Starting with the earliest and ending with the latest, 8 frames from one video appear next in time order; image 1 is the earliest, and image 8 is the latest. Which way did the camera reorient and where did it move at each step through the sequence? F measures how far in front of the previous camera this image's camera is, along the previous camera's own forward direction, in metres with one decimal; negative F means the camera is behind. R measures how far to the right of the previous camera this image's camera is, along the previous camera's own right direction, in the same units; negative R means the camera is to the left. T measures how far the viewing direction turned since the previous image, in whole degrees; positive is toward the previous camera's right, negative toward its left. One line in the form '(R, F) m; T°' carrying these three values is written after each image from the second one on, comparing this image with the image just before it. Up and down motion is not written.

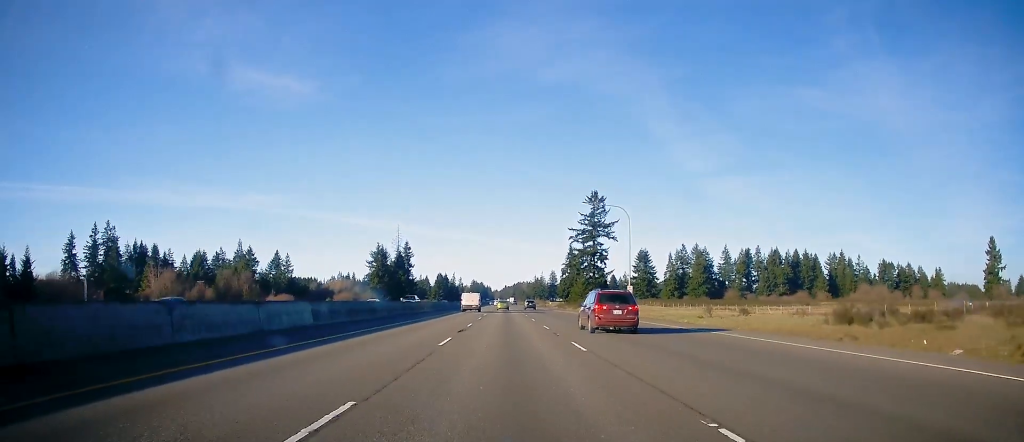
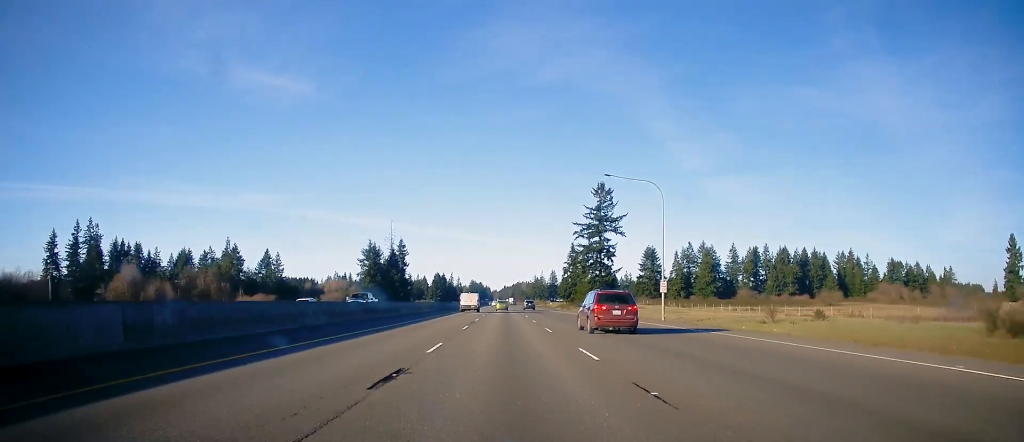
(+0.1, +14.4) m; 0°
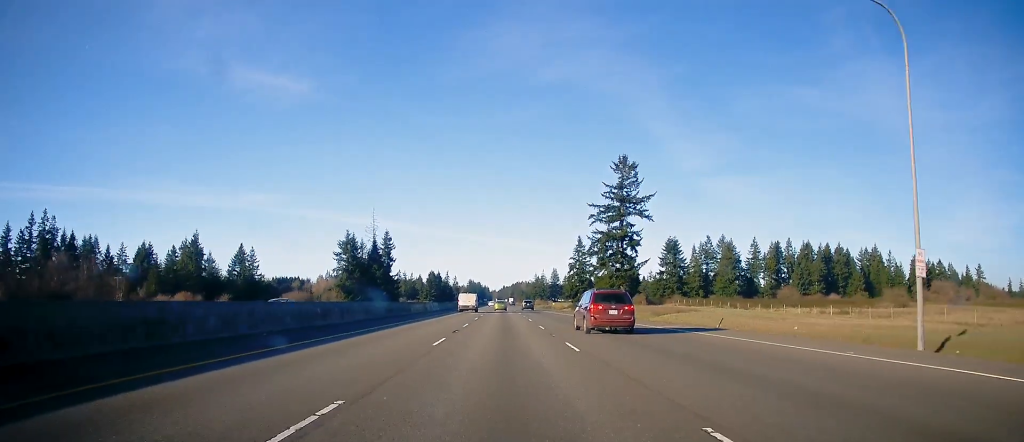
(+0.2, +34.5) m; 0°
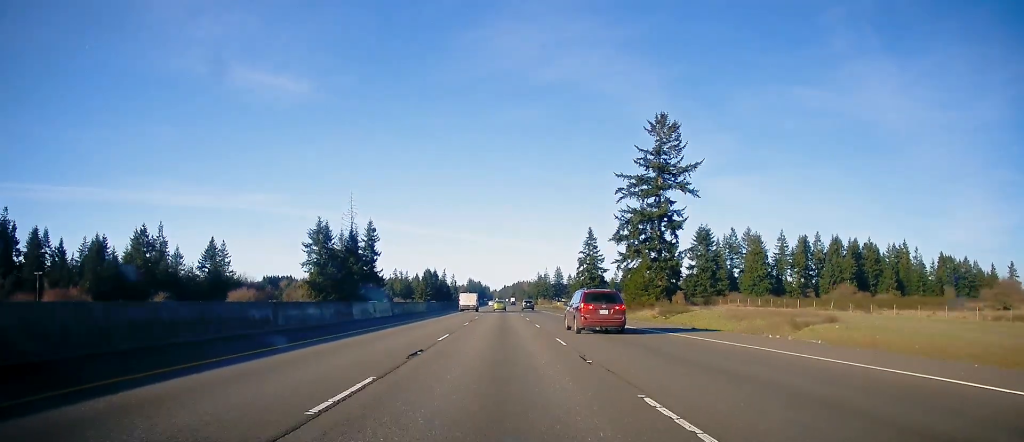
(+0.1, +34.5) m; 0°
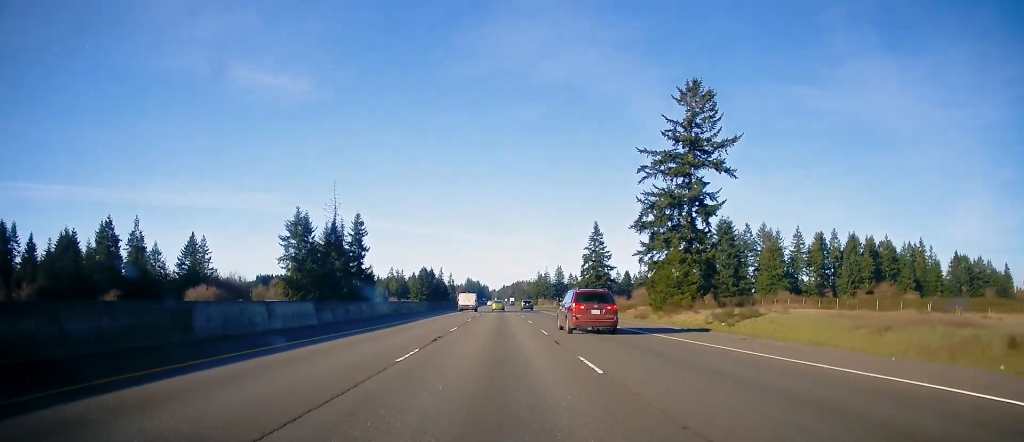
(0.0, +18.9) m; 0°
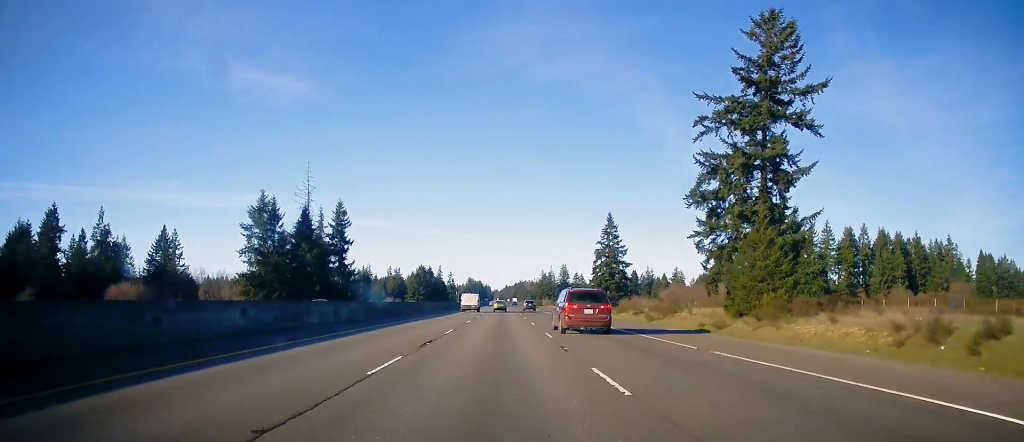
(0.0, +26.7) m; 0°
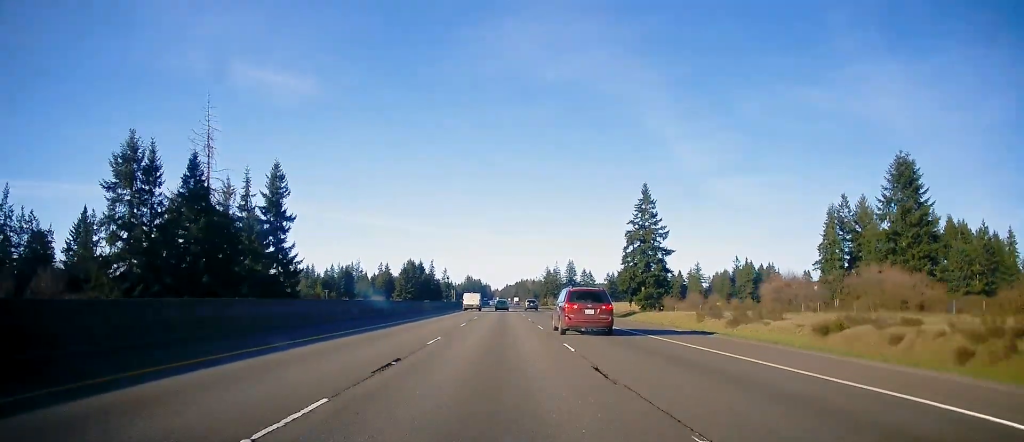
(-0.1, +54.2) m; 0°
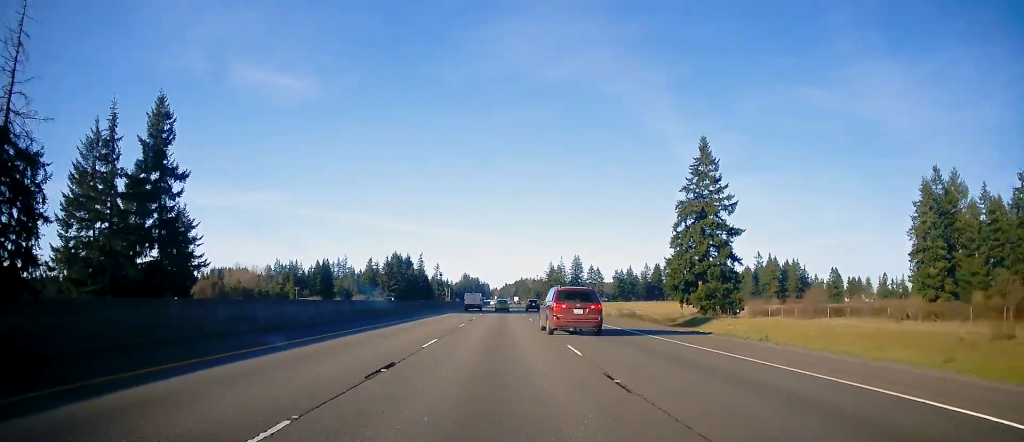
(-0.2, +49.7) m; 0°
